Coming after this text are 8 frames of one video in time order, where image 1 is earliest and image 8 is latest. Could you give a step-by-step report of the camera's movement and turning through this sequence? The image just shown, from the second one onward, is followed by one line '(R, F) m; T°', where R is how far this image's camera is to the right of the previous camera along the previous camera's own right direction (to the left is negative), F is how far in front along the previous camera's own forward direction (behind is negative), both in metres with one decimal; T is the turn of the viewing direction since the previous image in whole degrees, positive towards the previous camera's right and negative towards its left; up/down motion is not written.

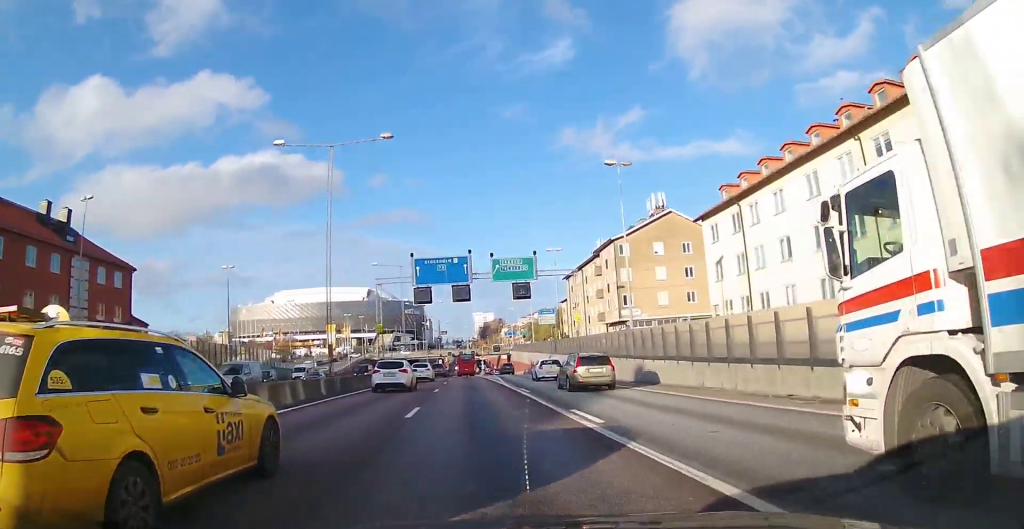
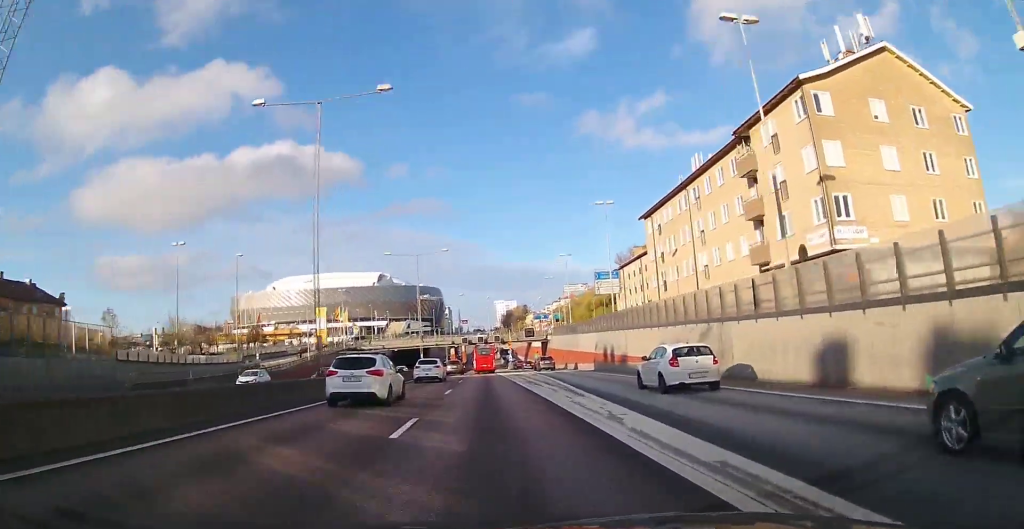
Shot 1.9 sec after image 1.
(-0.5, +38.5) m; -1°
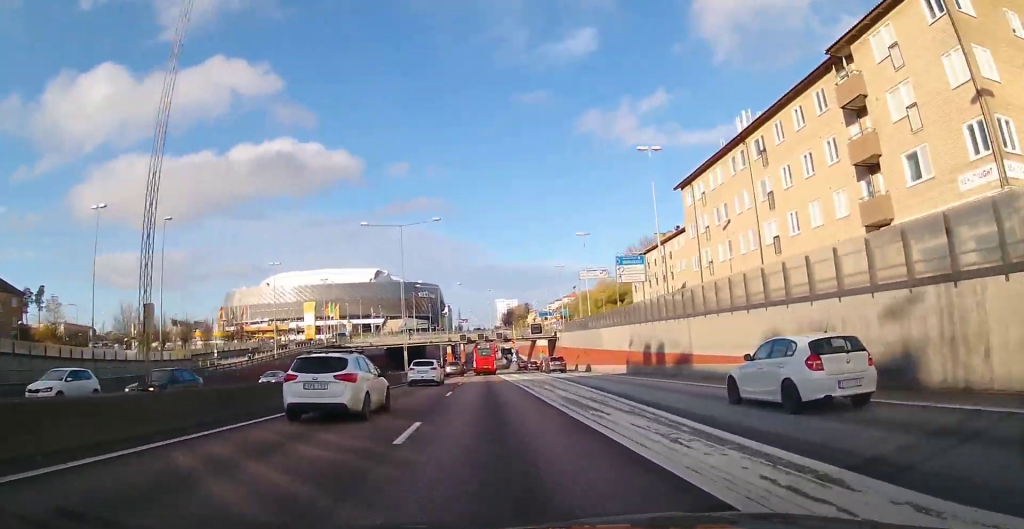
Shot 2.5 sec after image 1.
(0.0, +12.7) m; 0°
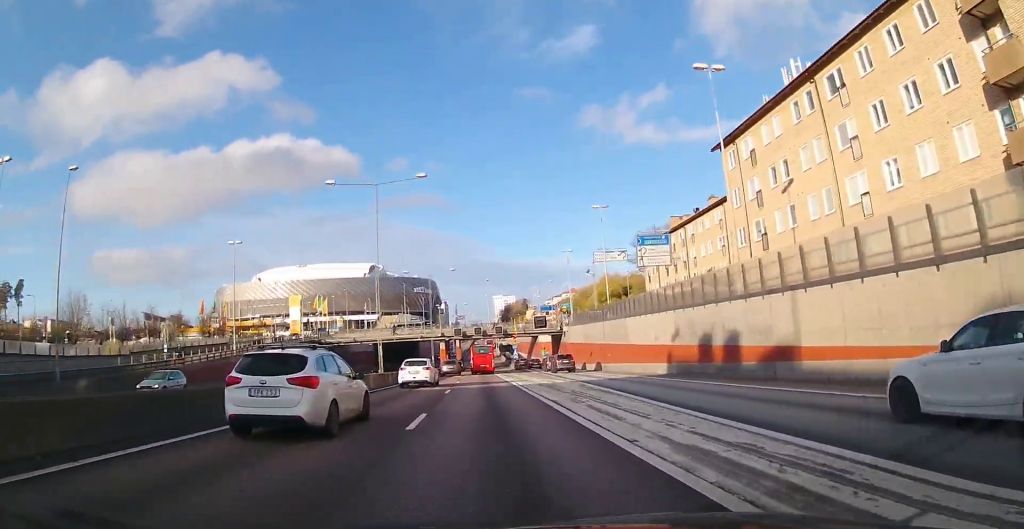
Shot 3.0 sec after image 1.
(0.0, +10.5) m; 0°
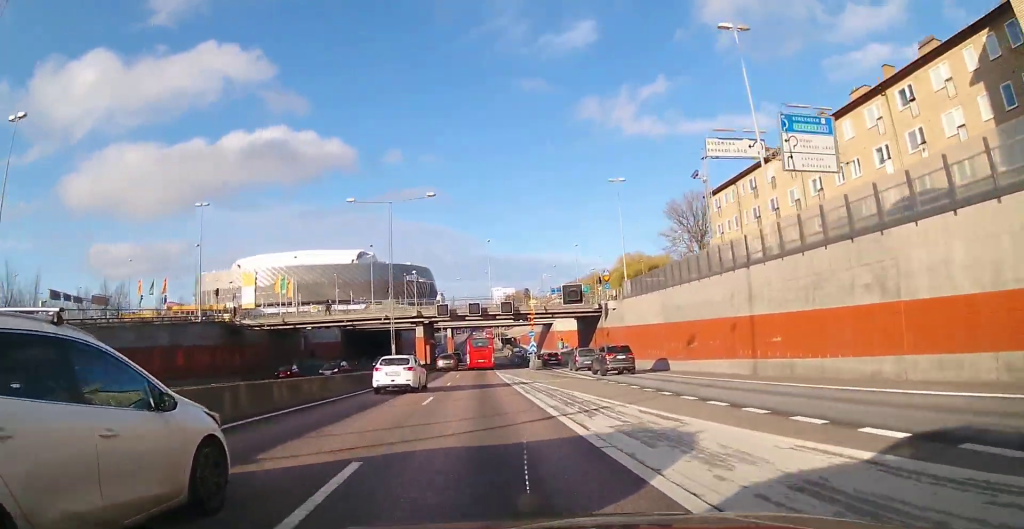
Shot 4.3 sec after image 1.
(0.0, +31.1) m; 0°
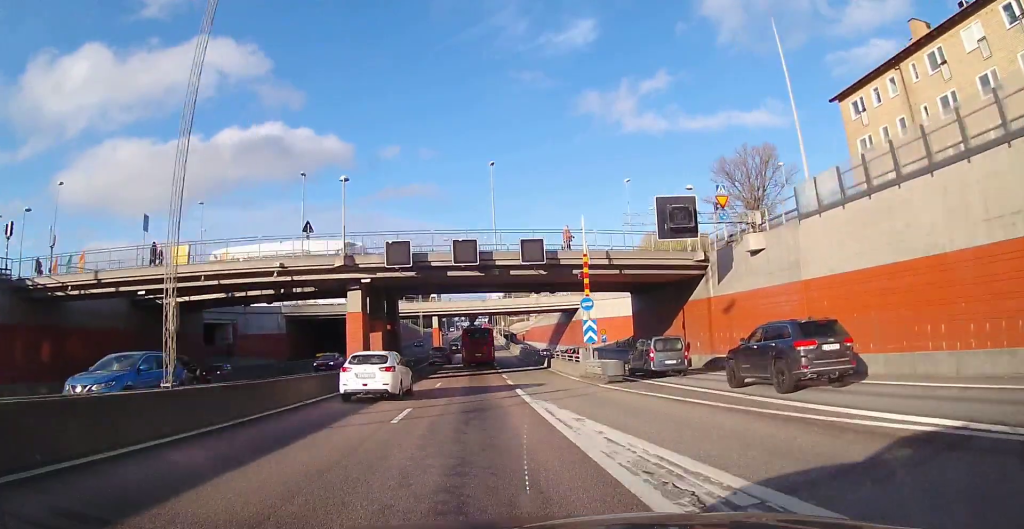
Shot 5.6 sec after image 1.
(+0.1, +29.4) m; 0°
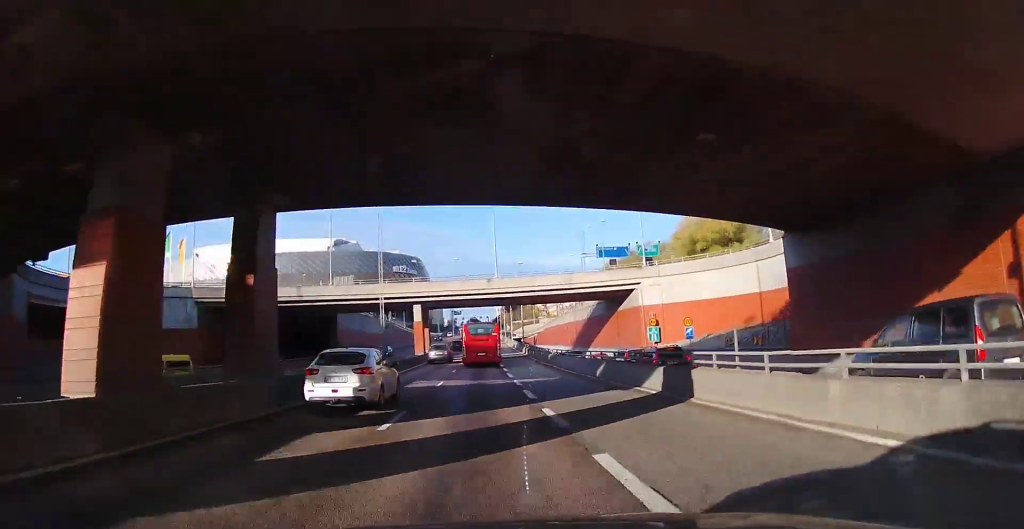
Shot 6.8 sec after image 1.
(0.0, +25.6) m; 0°
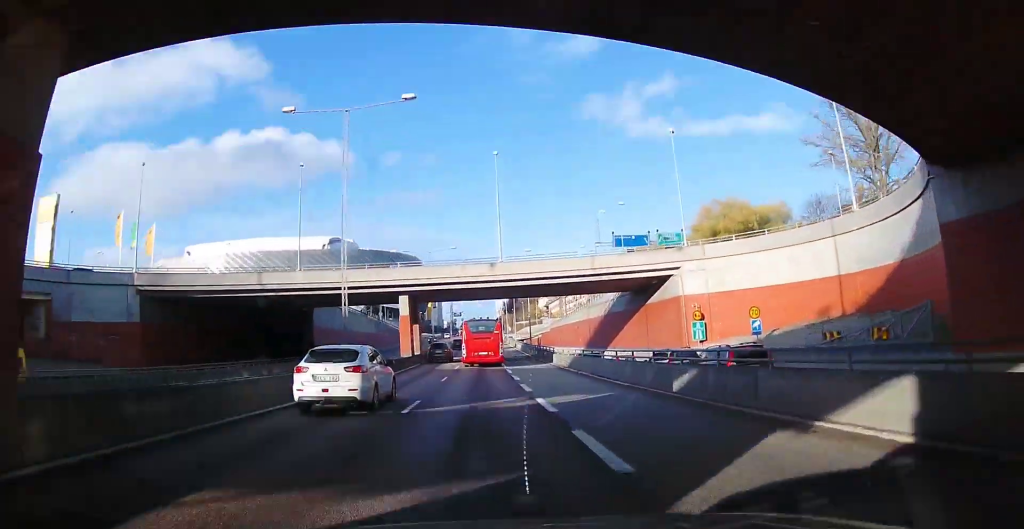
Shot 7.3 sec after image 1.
(0.0, +10.1) m; 0°
